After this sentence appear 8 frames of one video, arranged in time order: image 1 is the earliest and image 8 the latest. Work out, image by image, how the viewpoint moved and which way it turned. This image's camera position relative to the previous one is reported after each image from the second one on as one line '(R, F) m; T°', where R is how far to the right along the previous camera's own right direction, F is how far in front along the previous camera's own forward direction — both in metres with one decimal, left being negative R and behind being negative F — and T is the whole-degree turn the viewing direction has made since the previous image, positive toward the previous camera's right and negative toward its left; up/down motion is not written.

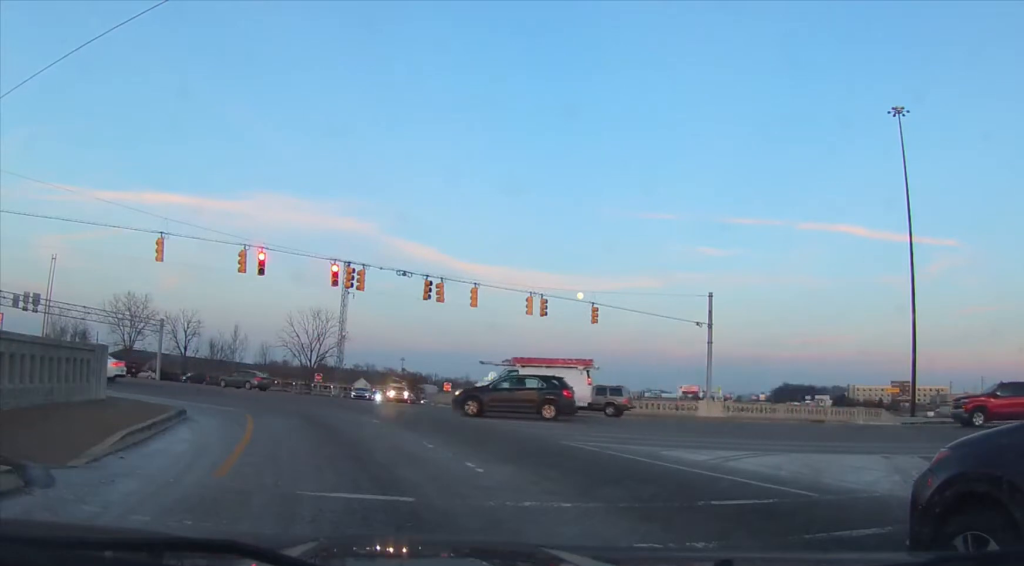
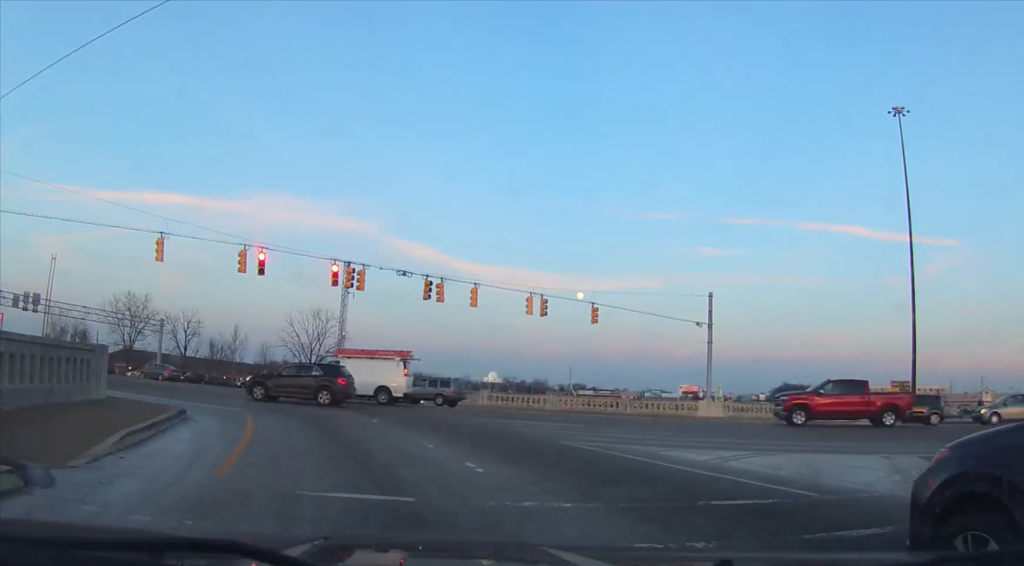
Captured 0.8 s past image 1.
(0.0, 0.0) m; 0°
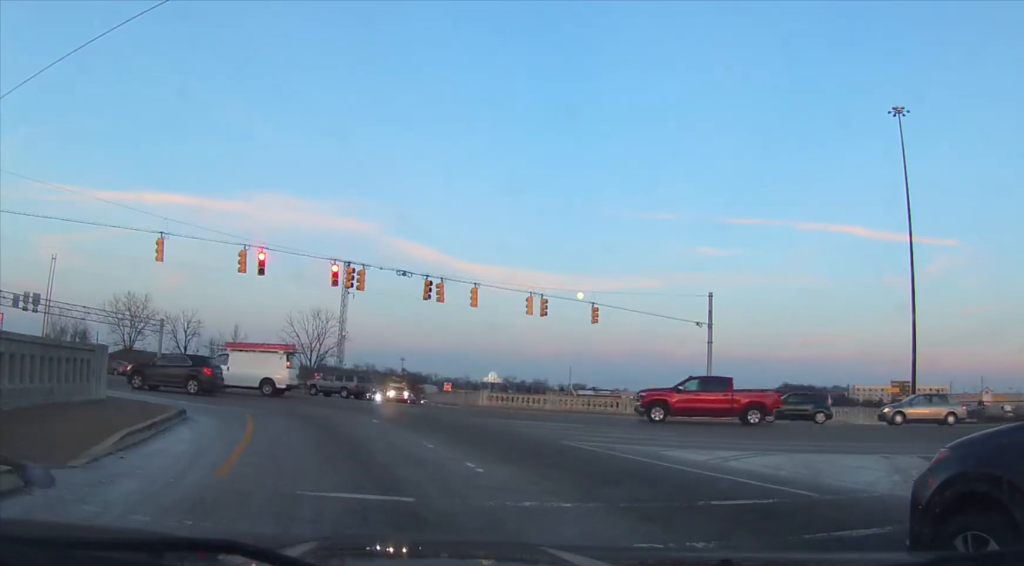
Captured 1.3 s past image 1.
(0.0, 0.0) m; 0°
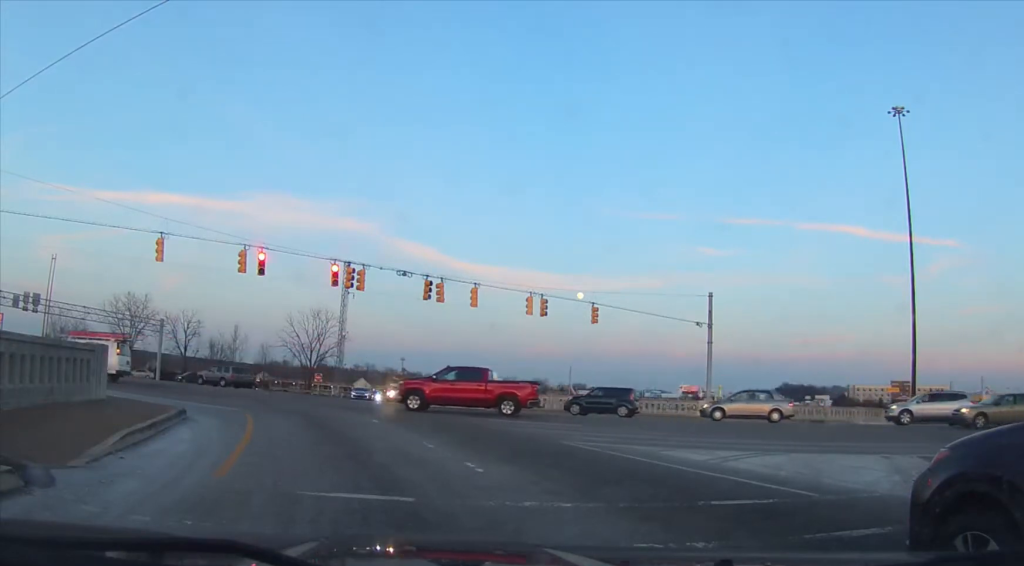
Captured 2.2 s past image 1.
(0.0, 0.0) m; 0°
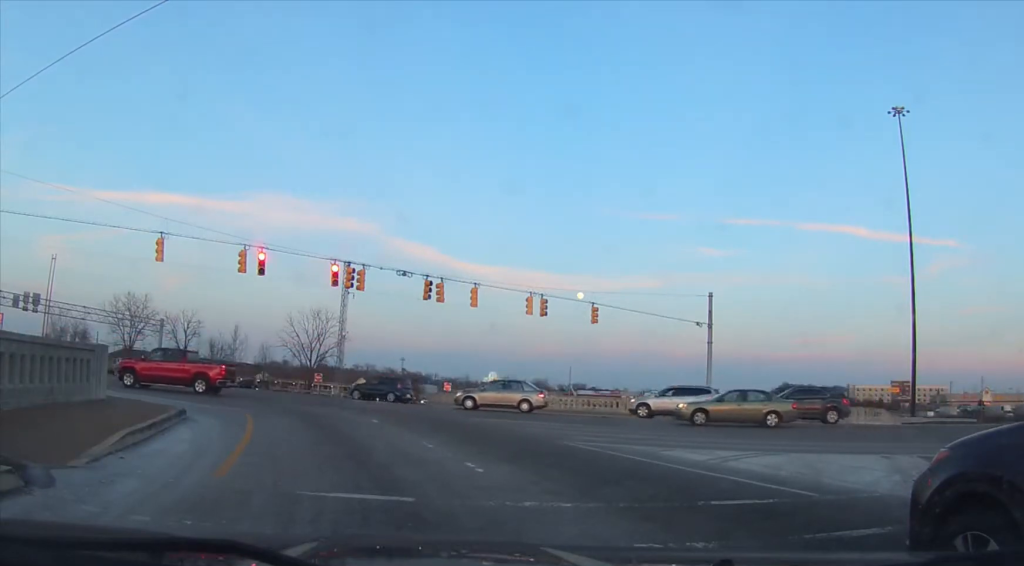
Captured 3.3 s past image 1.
(0.0, 0.0) m; 0°
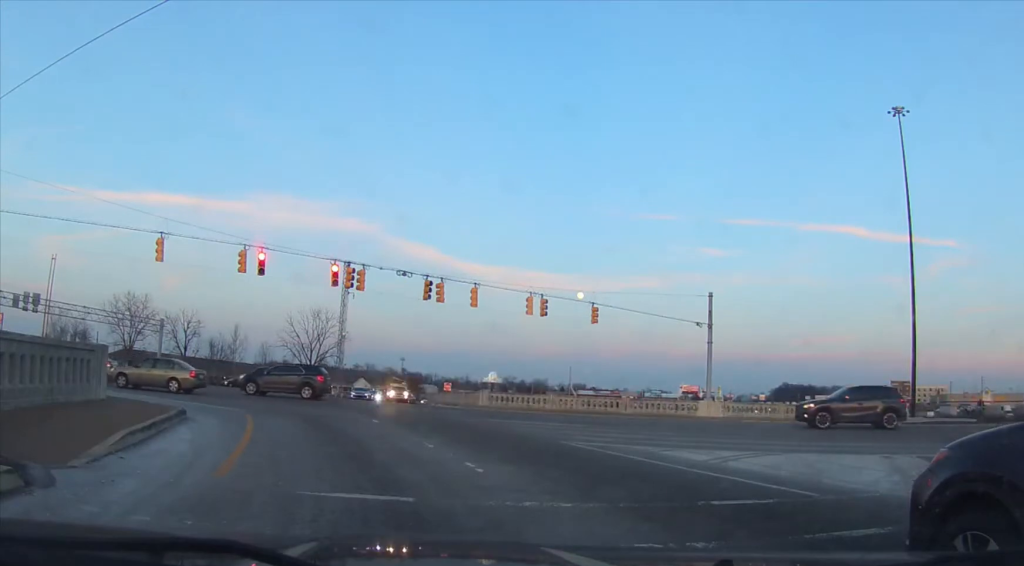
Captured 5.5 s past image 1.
(0.0, 0.0) m; 0°
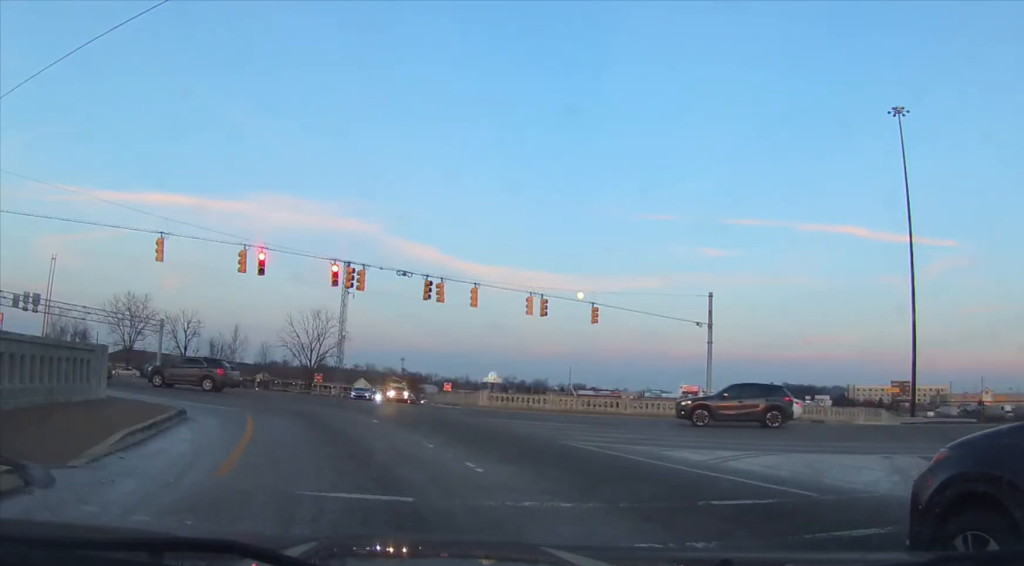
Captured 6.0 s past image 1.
(0.0, 0.0) m; 0°
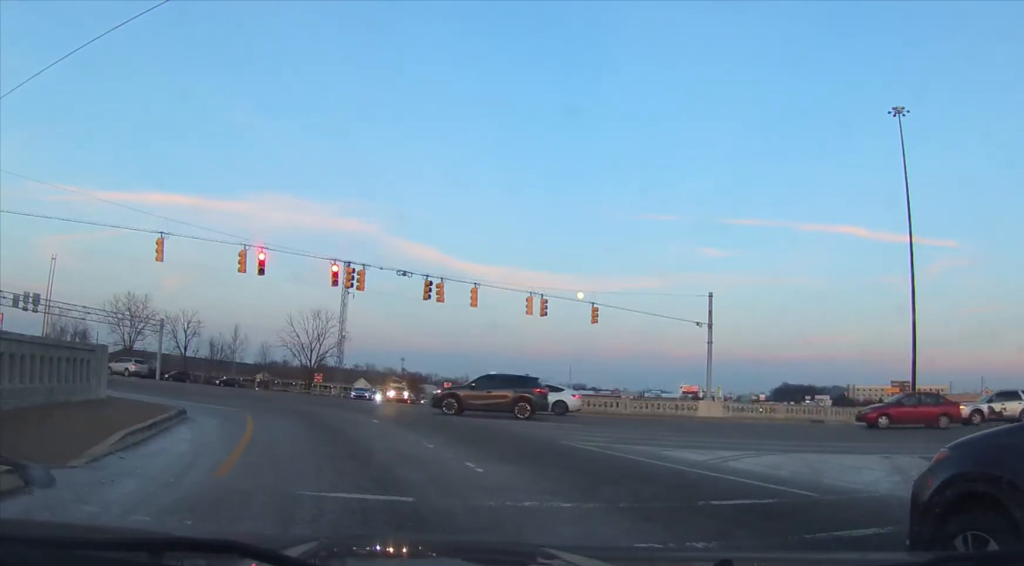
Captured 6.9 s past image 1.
(0.0, 0.0) m; 0°
